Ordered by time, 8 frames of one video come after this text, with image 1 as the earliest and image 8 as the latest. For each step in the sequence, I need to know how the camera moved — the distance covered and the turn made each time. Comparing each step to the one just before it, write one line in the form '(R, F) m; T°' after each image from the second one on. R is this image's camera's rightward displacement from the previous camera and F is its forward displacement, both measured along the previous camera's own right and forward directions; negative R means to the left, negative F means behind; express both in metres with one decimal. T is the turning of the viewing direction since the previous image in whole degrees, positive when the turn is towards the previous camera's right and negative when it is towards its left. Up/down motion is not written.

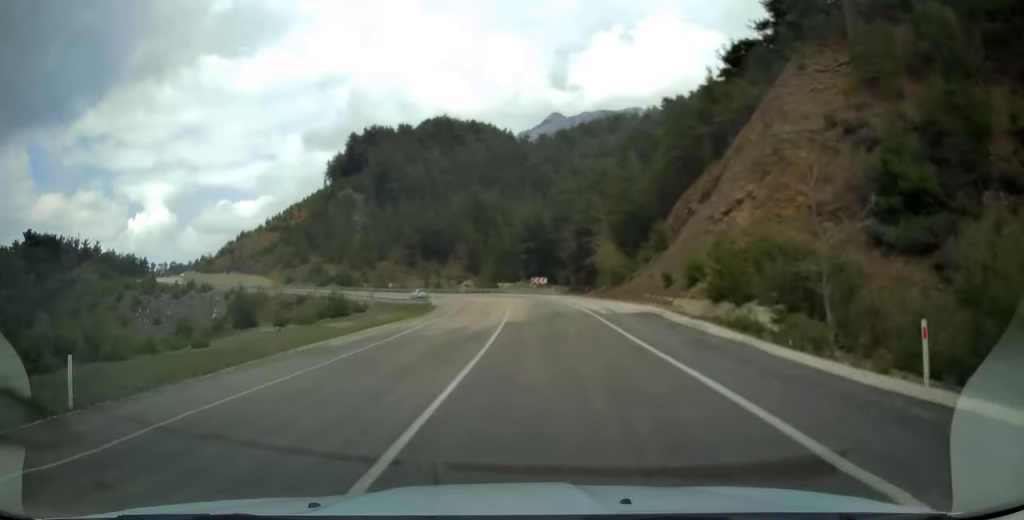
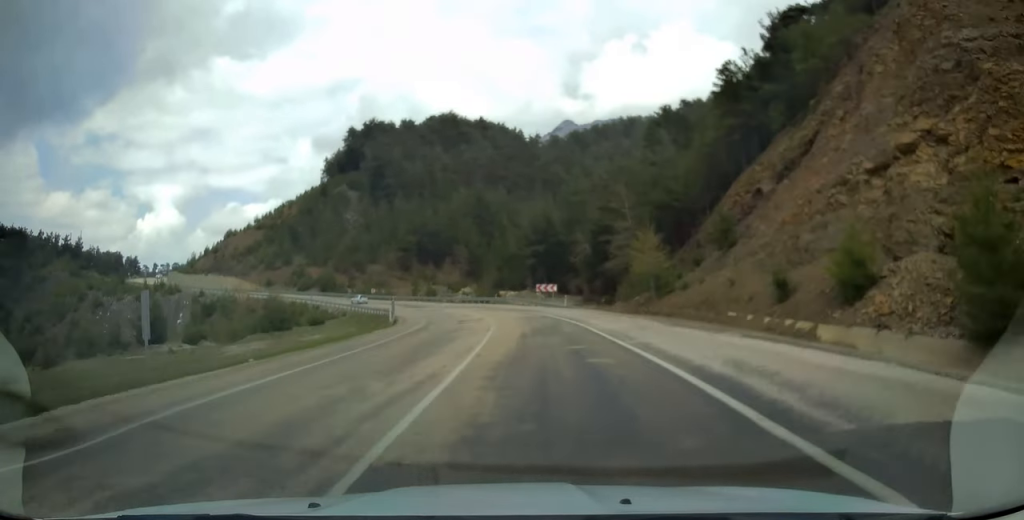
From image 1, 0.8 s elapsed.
(-0.2, +18.1) m; -3°
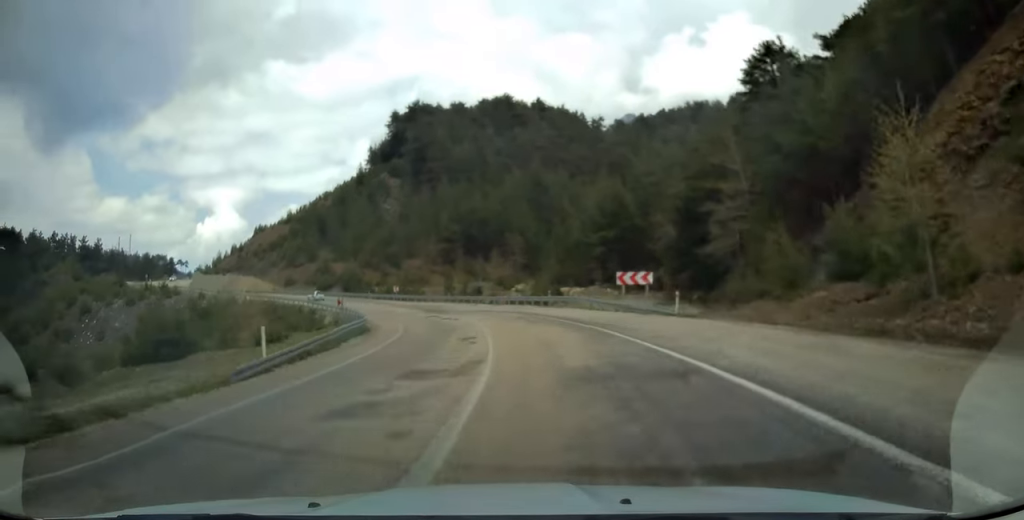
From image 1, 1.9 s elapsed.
(-0.9, +23.2) m; -6°
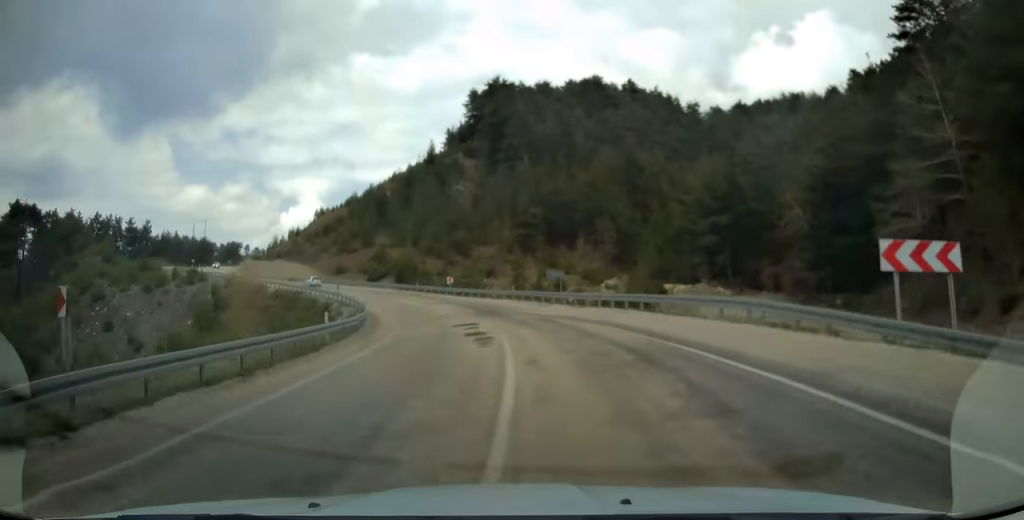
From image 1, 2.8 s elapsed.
(-1.0, +18.7) m; -7°
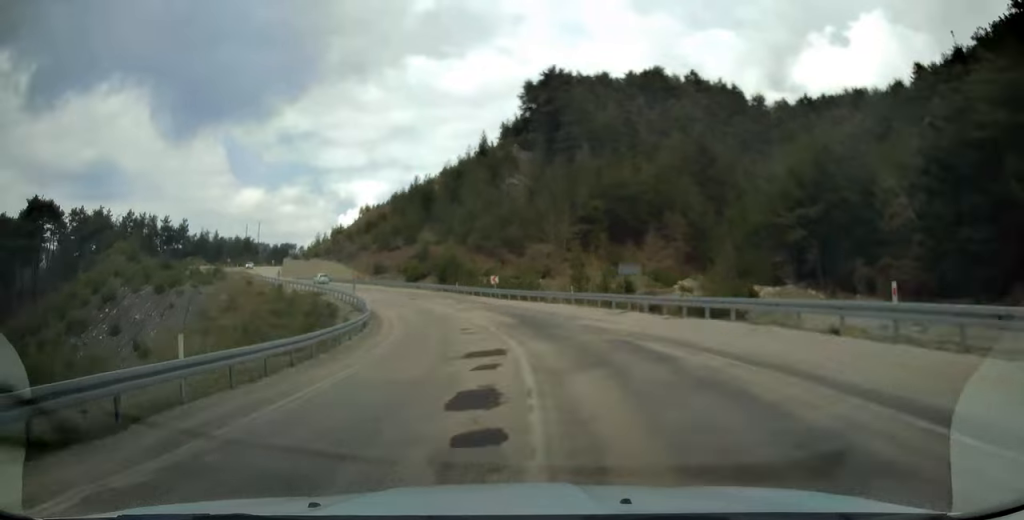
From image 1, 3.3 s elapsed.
(-0.2, +11.5) m; -6°
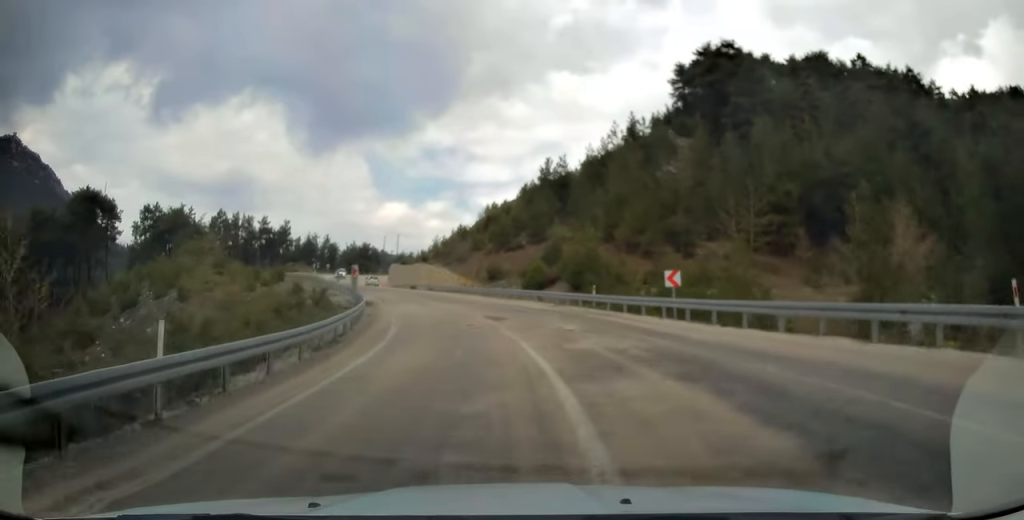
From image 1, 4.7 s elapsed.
(-4.2, +26.6) m; -16°
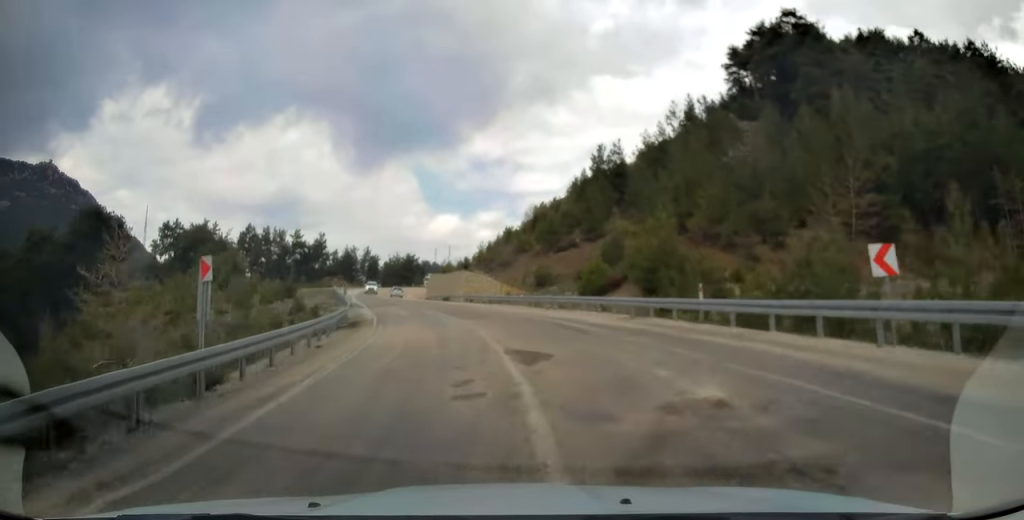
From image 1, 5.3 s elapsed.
(-0.6, +12.5) m; -7°
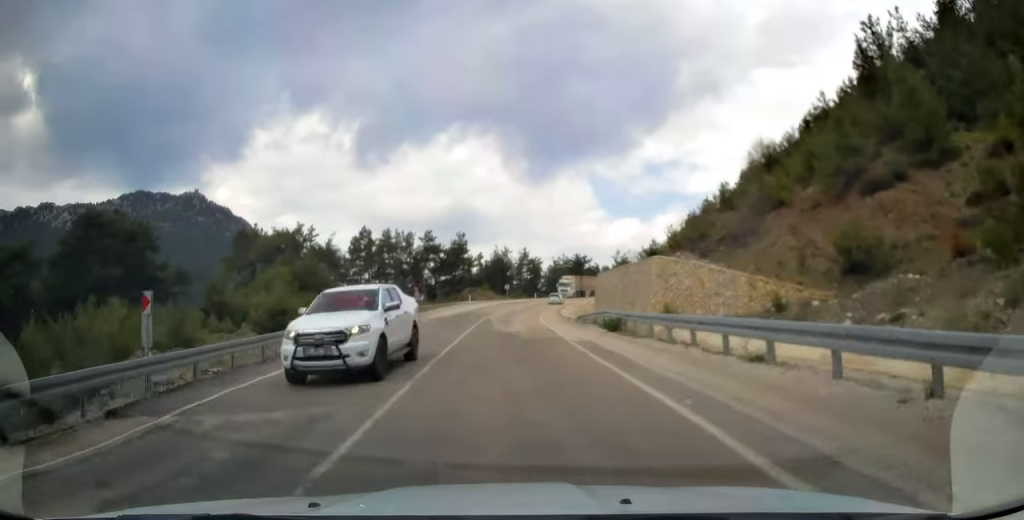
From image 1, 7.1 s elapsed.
(-6.1, +39.6) m; -15°
